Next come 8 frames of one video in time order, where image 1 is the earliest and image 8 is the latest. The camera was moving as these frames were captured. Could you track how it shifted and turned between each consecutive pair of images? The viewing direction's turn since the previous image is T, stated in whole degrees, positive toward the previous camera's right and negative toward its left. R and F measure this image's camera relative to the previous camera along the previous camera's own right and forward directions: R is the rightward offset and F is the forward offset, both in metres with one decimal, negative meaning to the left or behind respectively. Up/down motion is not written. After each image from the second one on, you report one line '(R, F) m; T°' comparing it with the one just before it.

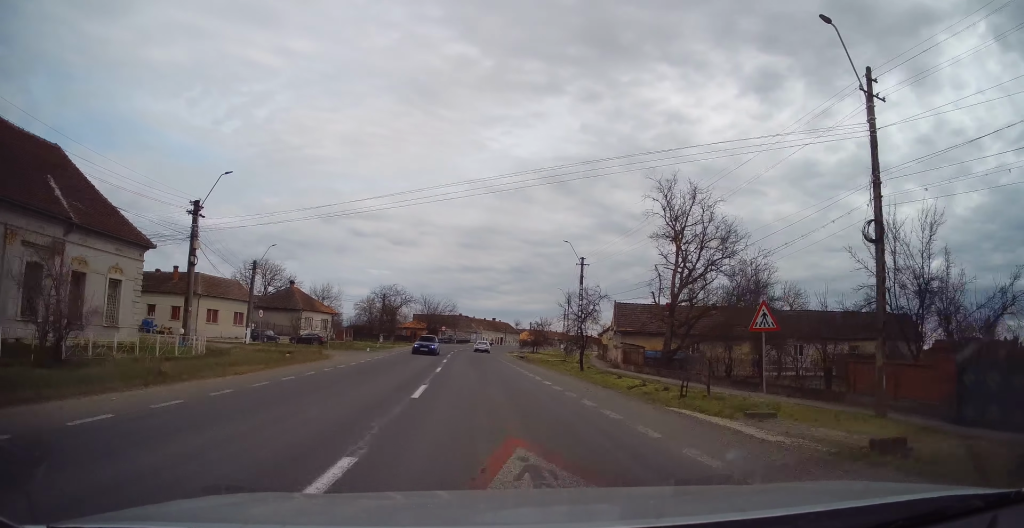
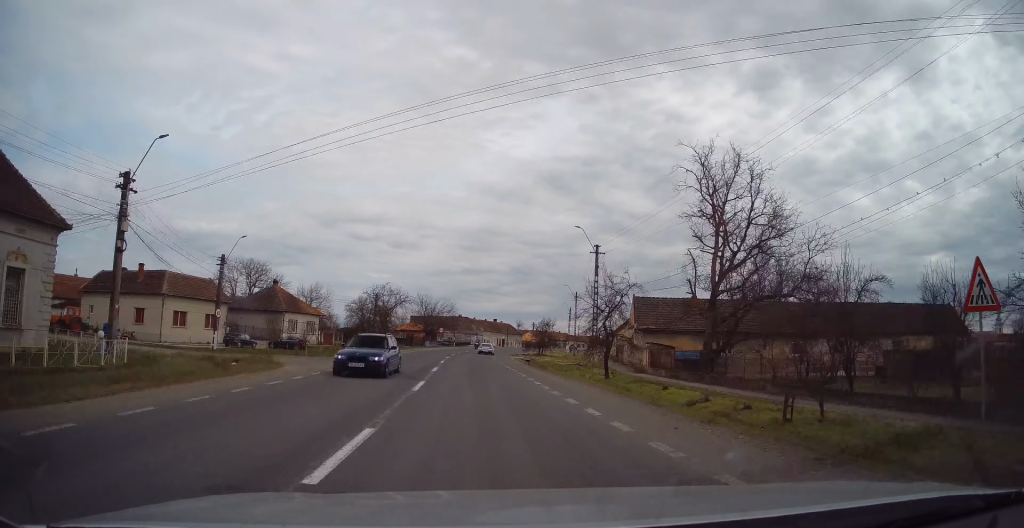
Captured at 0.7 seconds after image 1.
(+0.1, +6.6) m; -1°
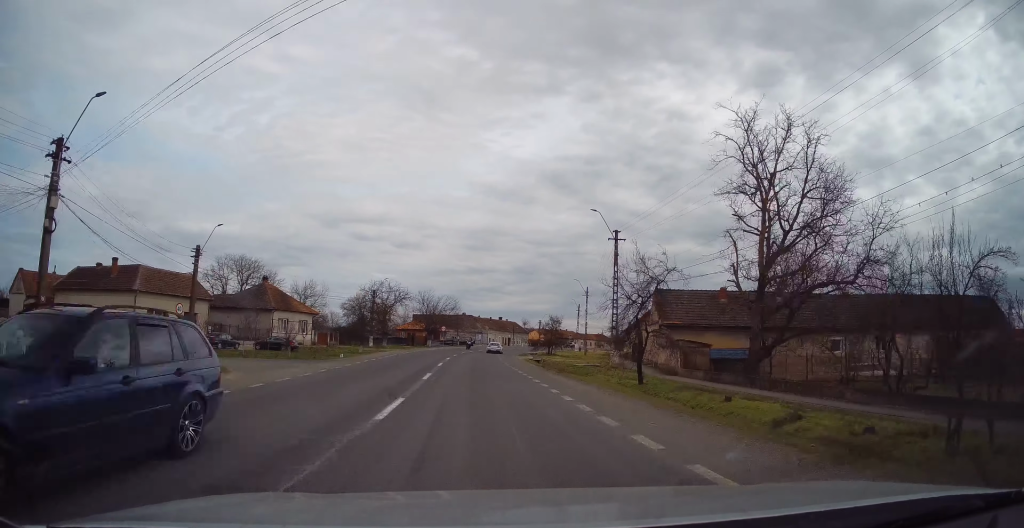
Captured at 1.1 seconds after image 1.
(-0.2, +4.7) m; -1°
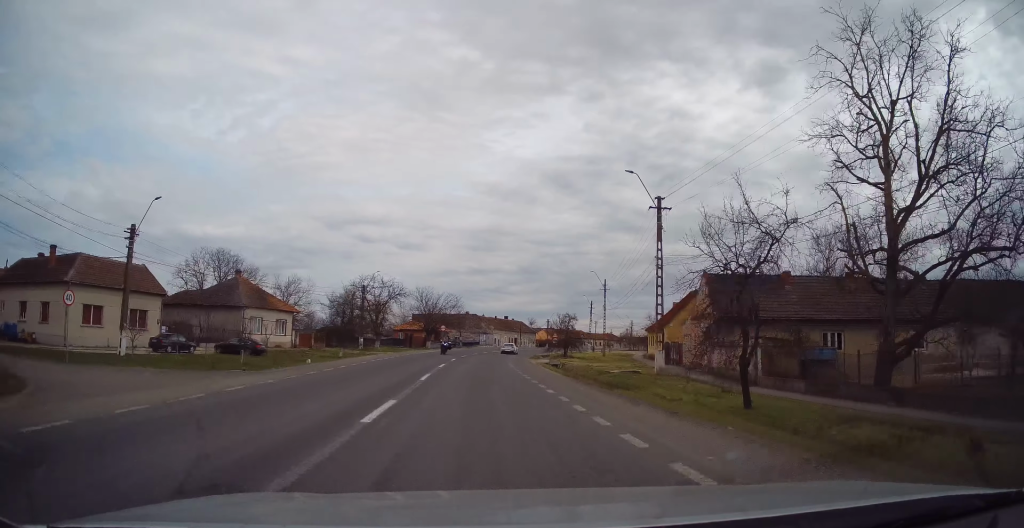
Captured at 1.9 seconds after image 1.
(-0.2, +9.1) m; -1°
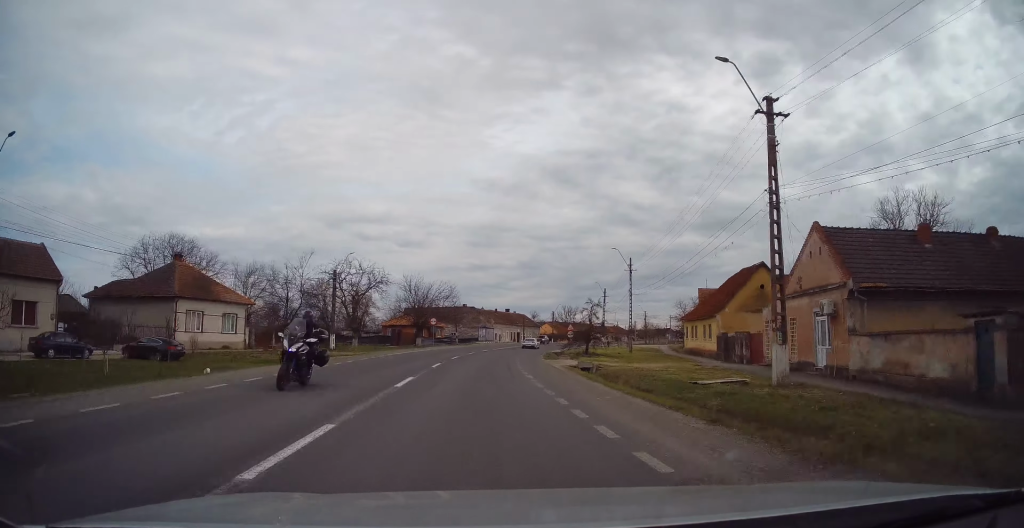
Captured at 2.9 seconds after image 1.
(-0.1, +12.2) m; -1°
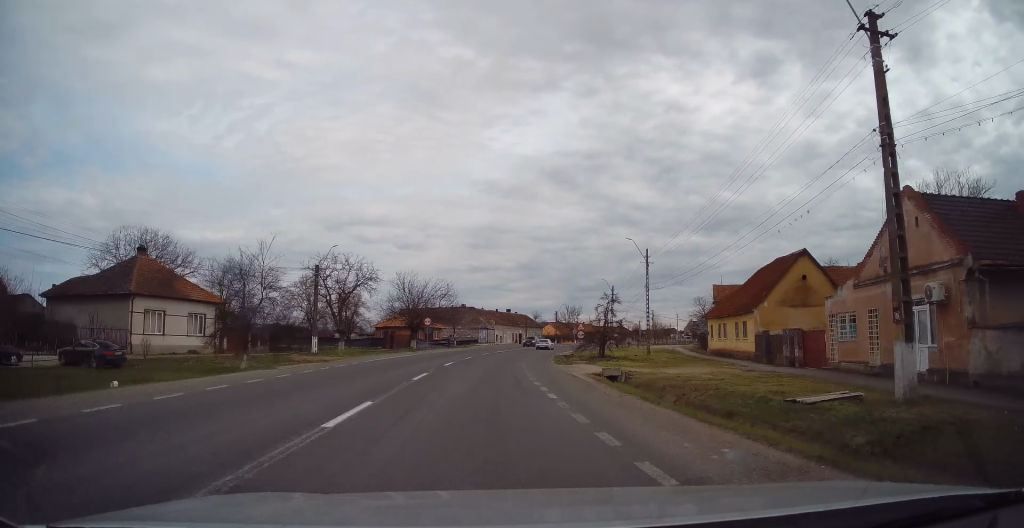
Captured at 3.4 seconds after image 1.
(-0.3, +6.0) m; +1°
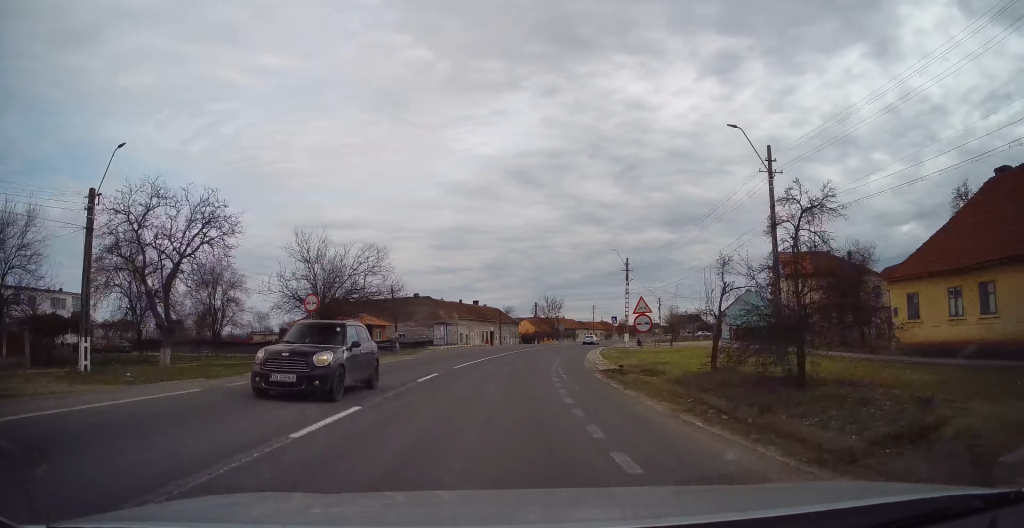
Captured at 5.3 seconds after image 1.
(+1.1, +27.3) m; +4°
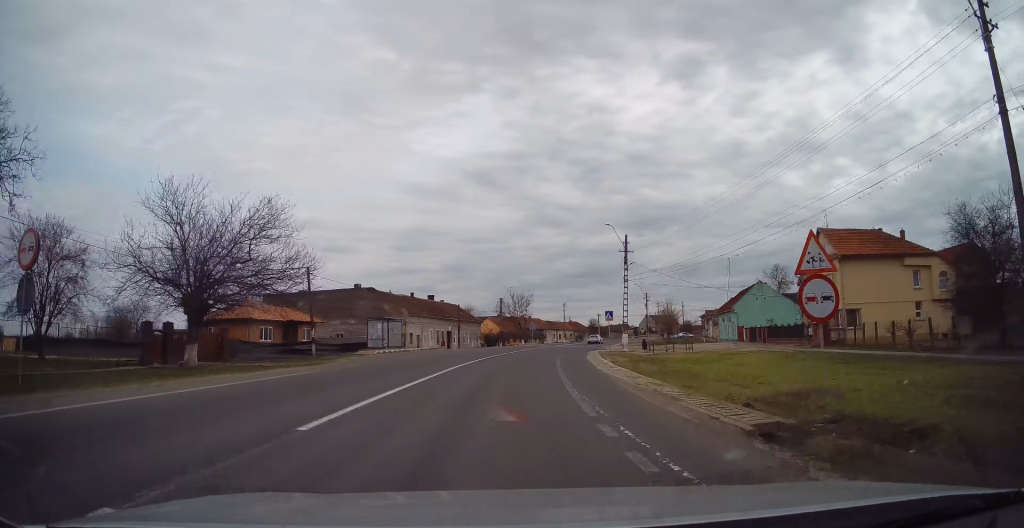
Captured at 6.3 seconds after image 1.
(+0.5, +14.5) m; +3°
